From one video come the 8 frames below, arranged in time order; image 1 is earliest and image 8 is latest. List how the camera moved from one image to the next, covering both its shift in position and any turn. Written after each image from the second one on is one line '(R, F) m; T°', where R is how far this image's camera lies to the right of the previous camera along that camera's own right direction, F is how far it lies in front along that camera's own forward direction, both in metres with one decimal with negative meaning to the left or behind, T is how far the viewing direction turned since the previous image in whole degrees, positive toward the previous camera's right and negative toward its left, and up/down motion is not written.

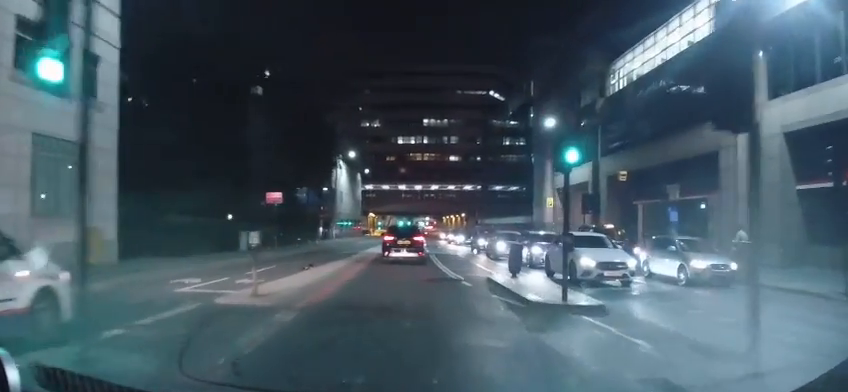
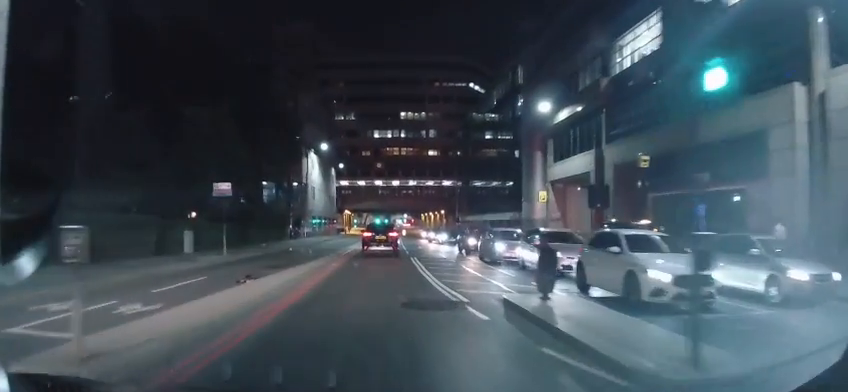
(0.0, +5.8) m; 0°
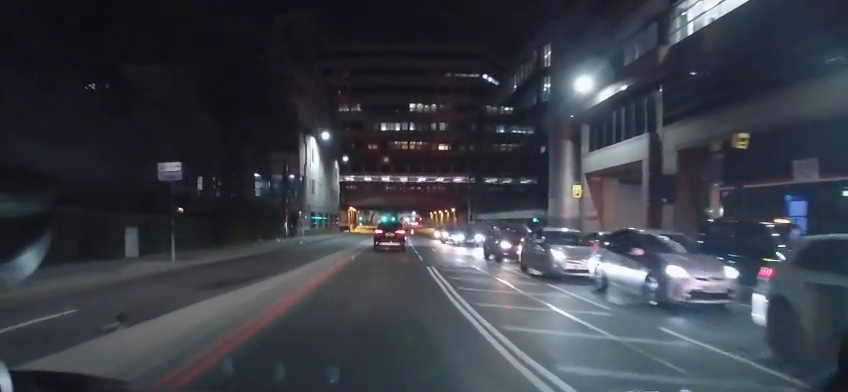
(-0.1, +7.3) m; -1°
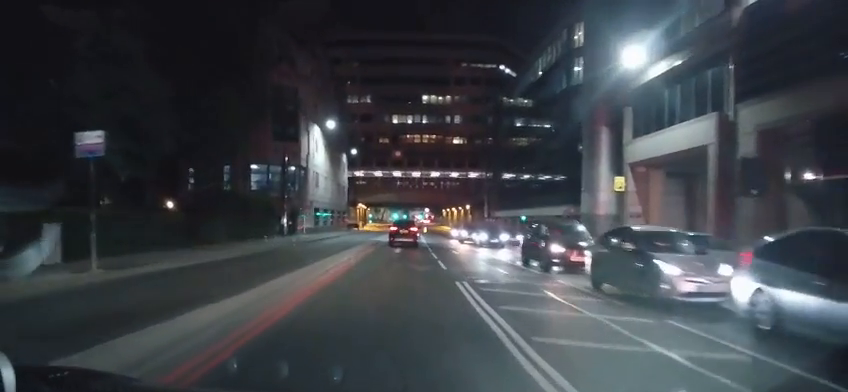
(-0.1, +6.0) m; 0°
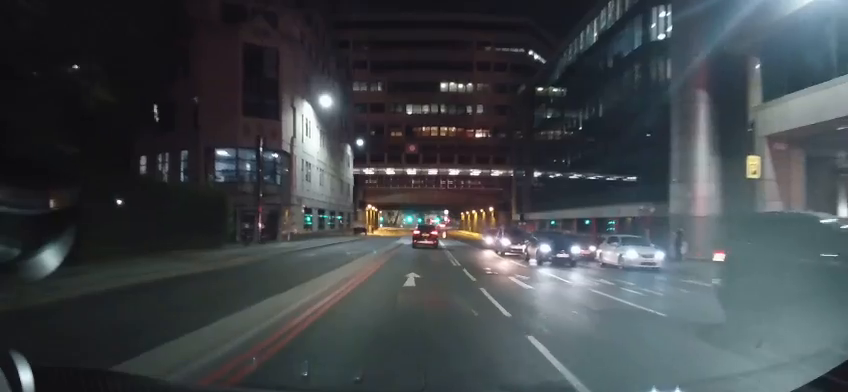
(+0.2, +13.1) m; 0°
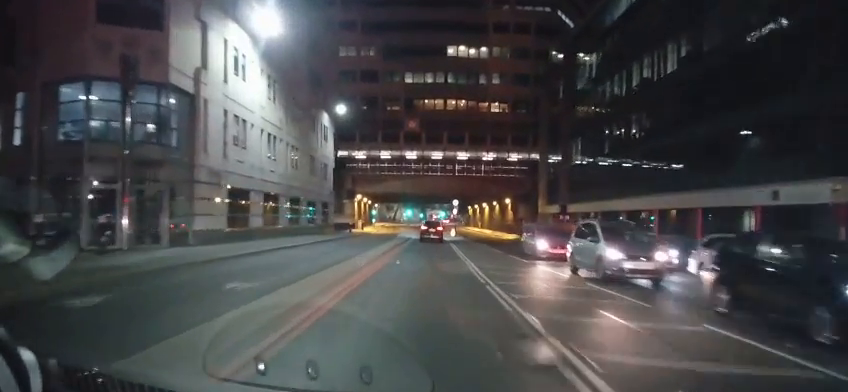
(-0.4, +17.5) m; 0°
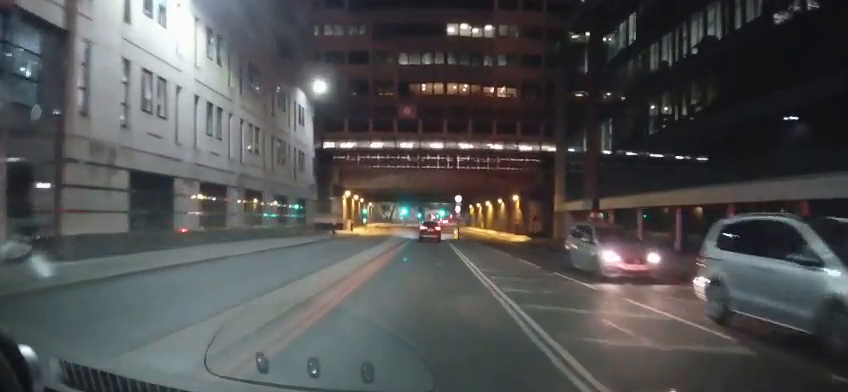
(+0.3, +9.0) m; +2°
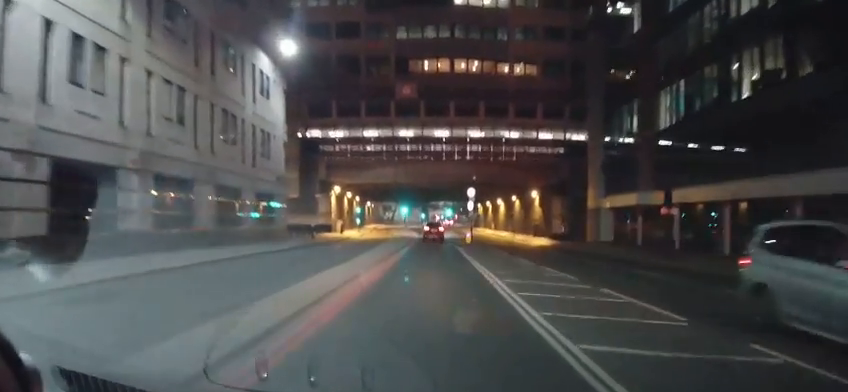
(0.0, +10.3) m; -2°
